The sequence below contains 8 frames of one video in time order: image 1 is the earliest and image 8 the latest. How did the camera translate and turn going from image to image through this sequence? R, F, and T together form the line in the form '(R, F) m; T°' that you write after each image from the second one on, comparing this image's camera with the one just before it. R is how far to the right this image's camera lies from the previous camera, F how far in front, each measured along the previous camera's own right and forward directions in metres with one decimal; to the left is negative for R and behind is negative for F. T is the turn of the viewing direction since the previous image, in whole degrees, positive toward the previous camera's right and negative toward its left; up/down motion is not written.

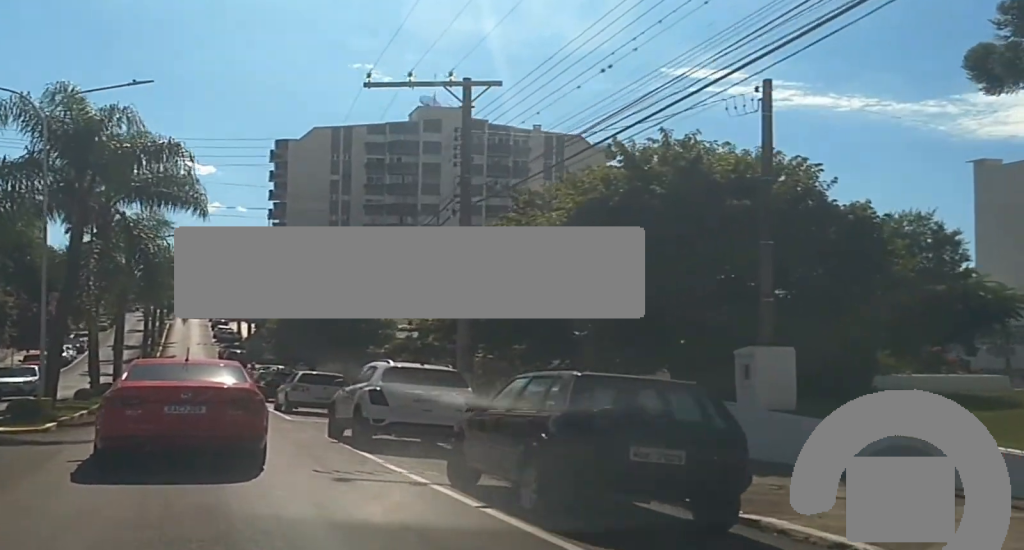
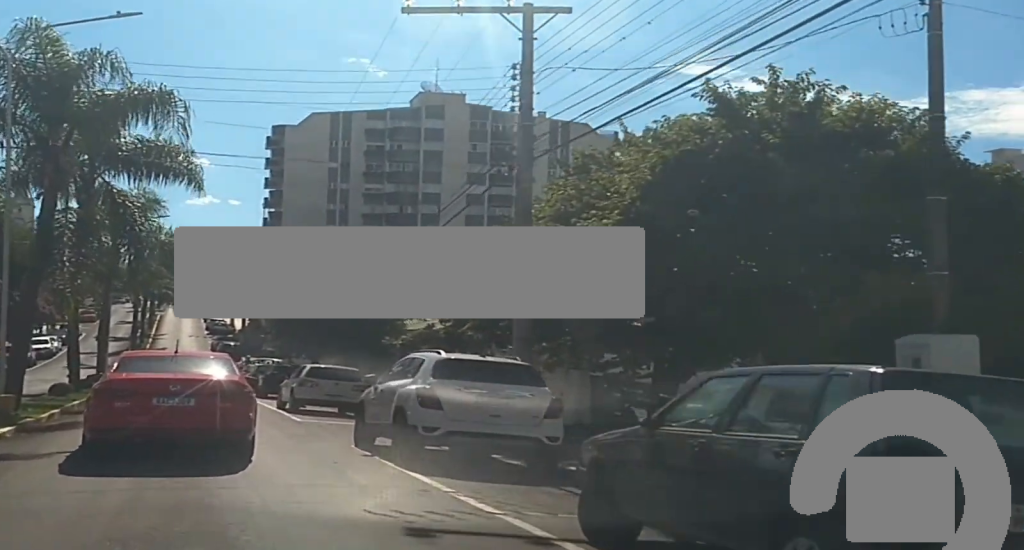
(0.0, +3.9) m; 0°
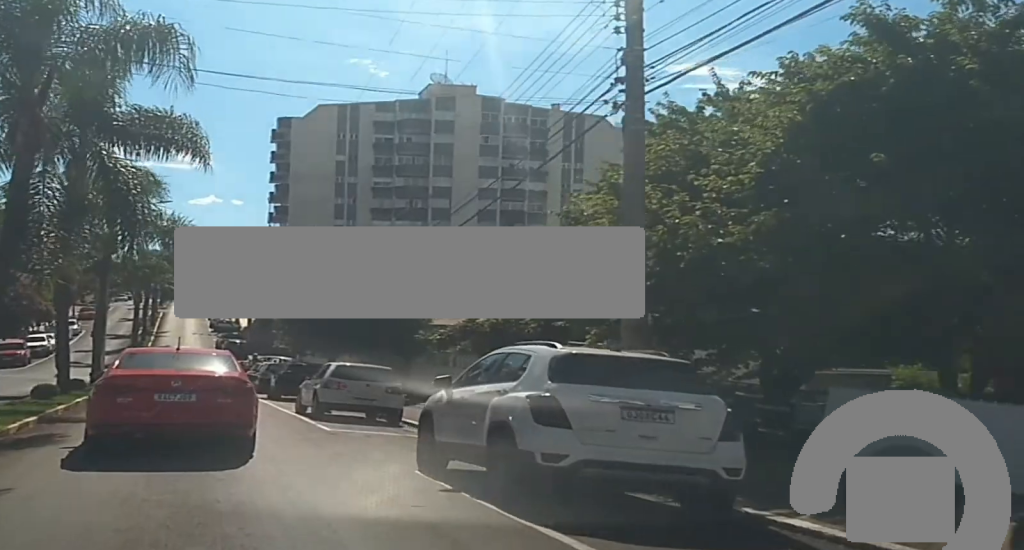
(0.0, +3.9) m; 0°
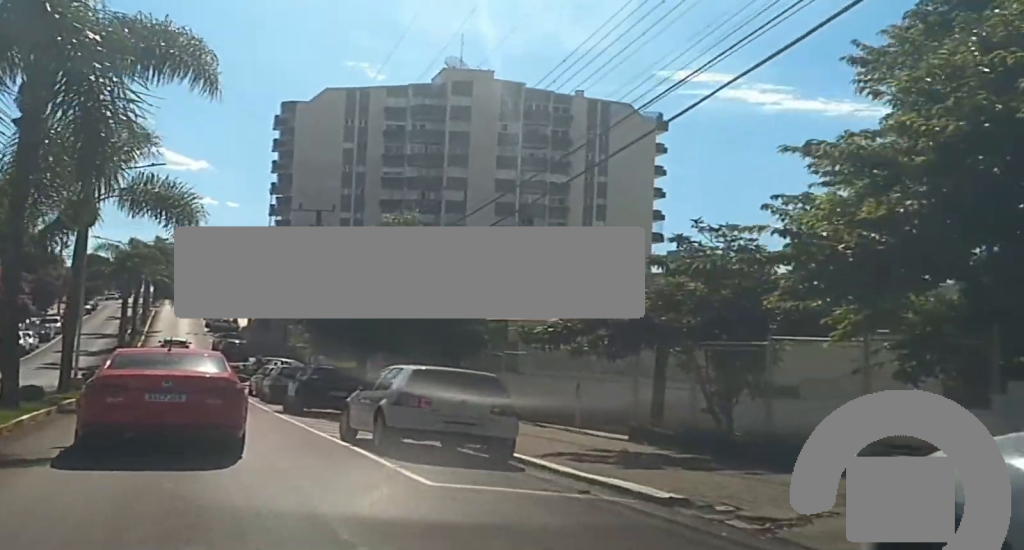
(0.0, +7.9) m; 0°
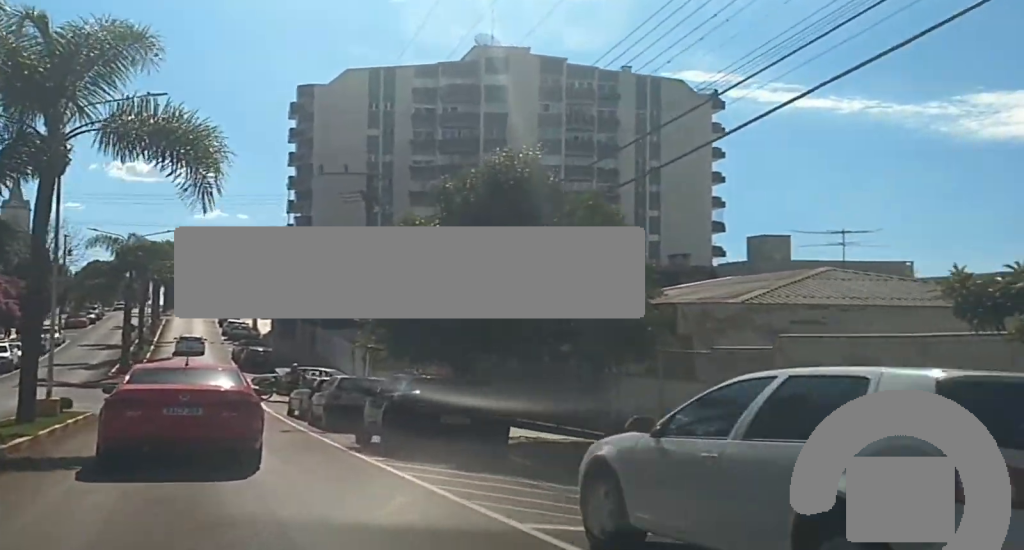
(0.0, +10.2) m; 0°
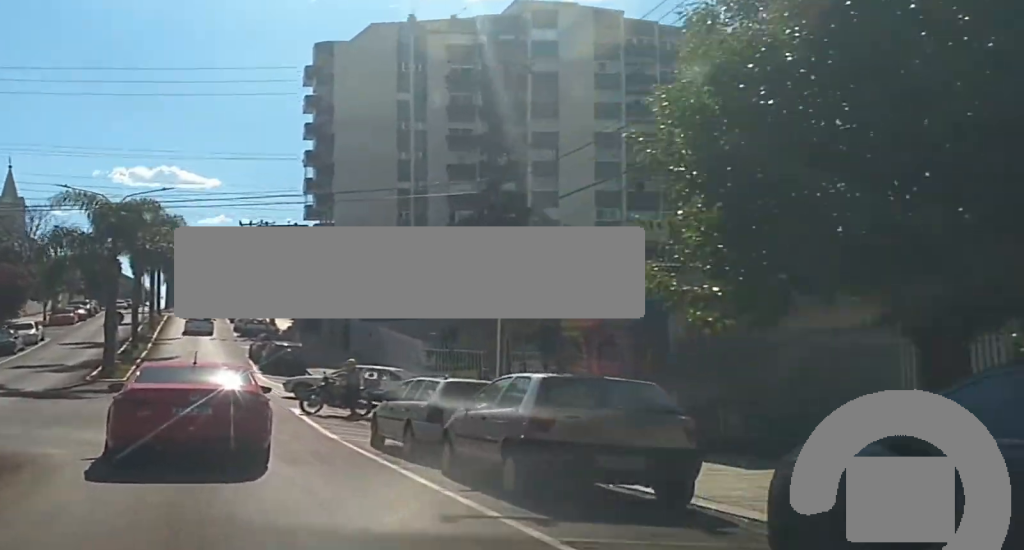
(0.0, +13.9) m; 0°
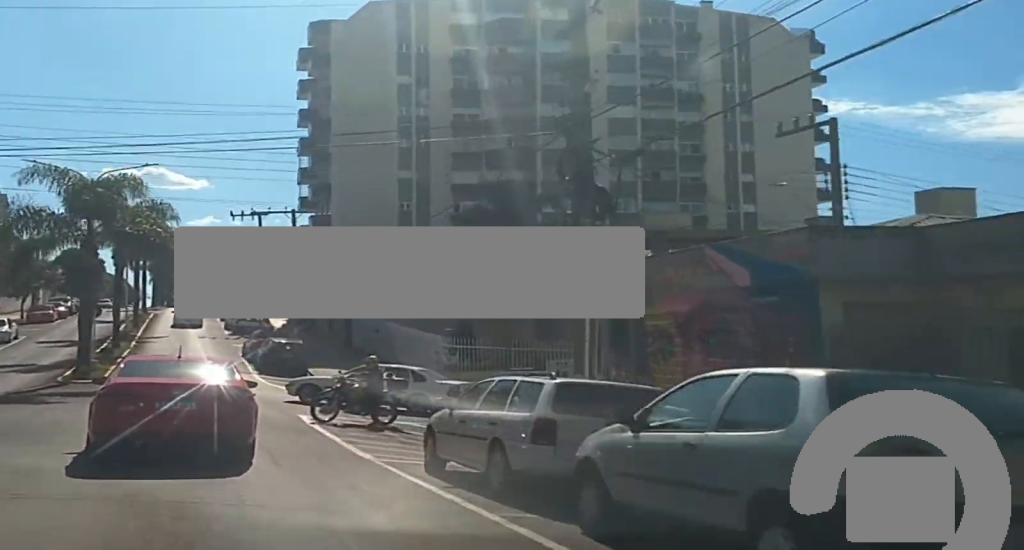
(0.0, +4.8) m; 0°
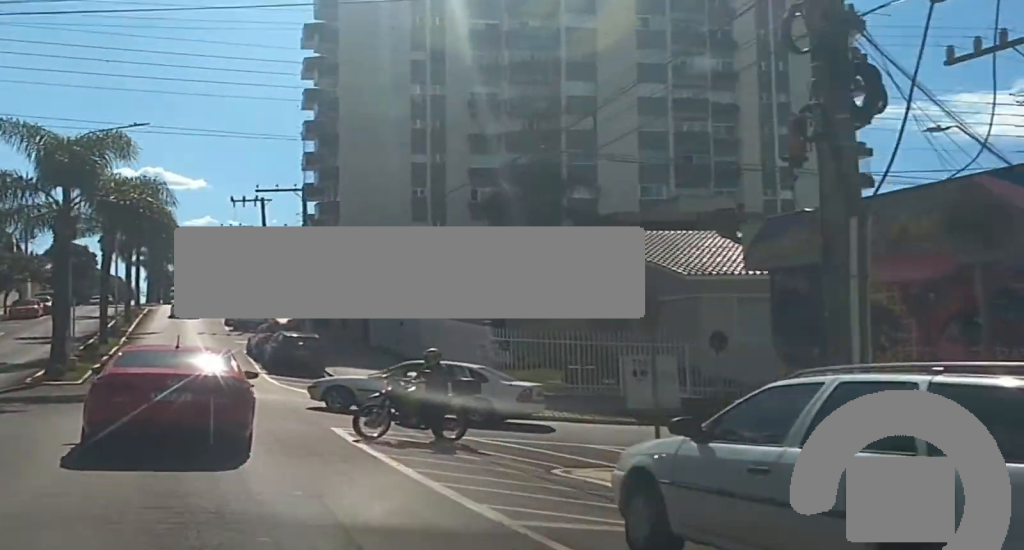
(0.0, +5.8) m; 0°
